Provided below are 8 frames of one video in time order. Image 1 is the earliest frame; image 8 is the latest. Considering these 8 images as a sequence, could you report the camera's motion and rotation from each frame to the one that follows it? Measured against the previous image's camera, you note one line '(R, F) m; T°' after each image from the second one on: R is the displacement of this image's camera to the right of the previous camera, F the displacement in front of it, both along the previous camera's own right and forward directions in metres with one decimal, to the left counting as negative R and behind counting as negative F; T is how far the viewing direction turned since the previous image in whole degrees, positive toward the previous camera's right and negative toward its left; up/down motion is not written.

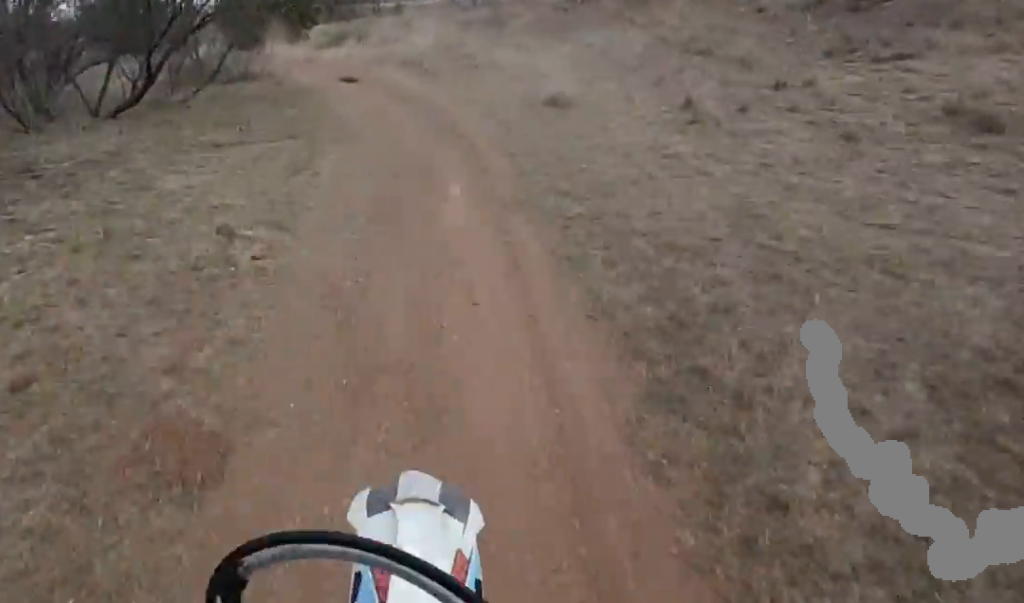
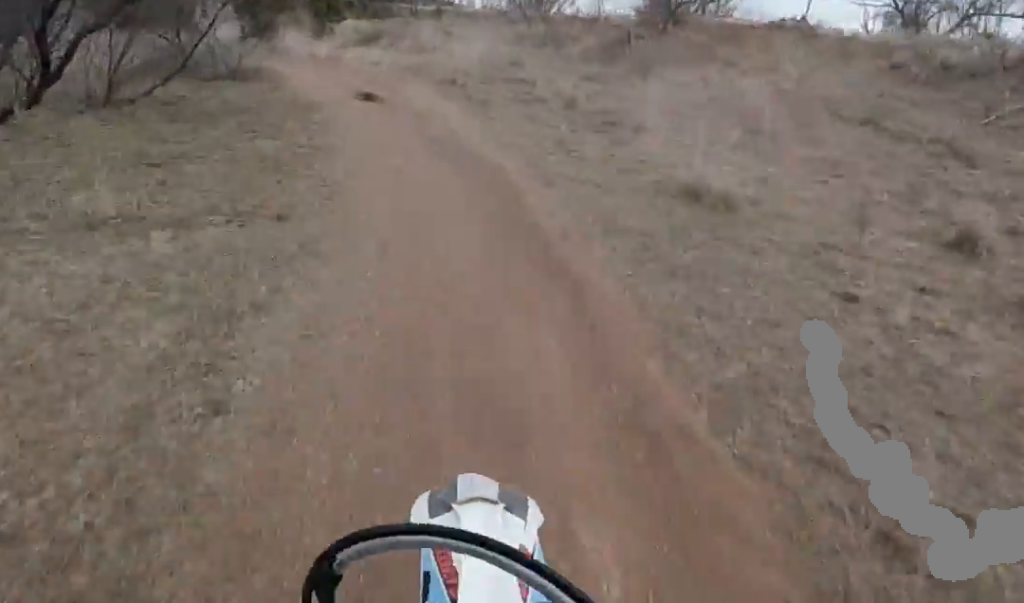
(0.0, +4.3) m; 0°
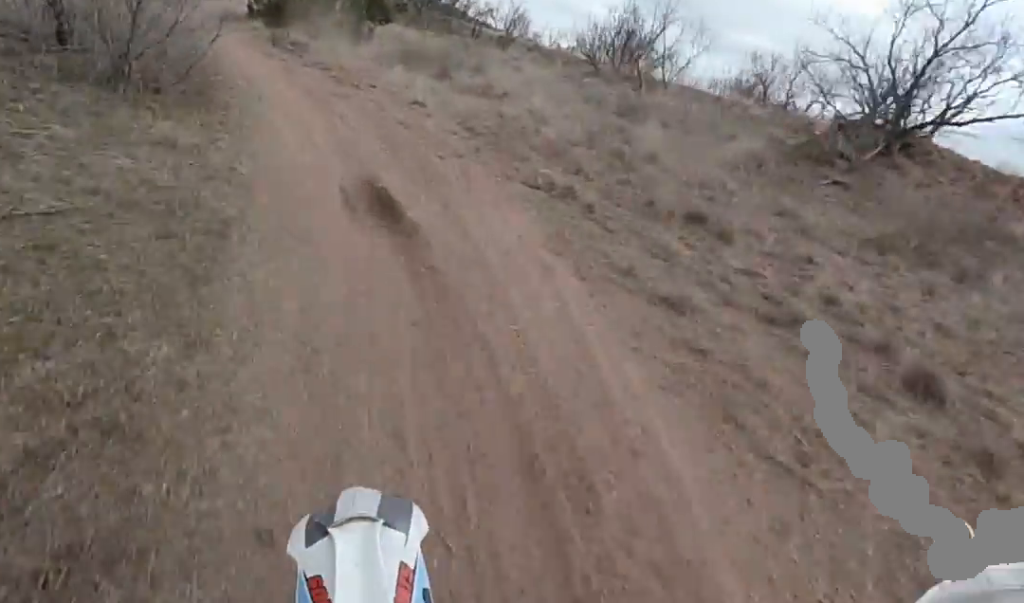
(0.0, +6.5) m; 0°
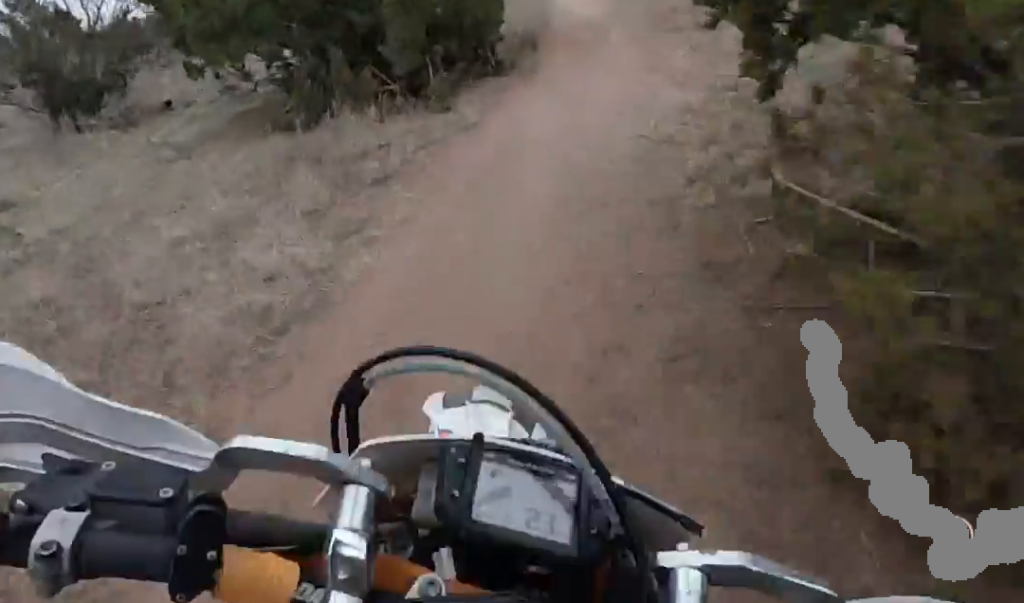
(0.0, +16.3) m; 0°
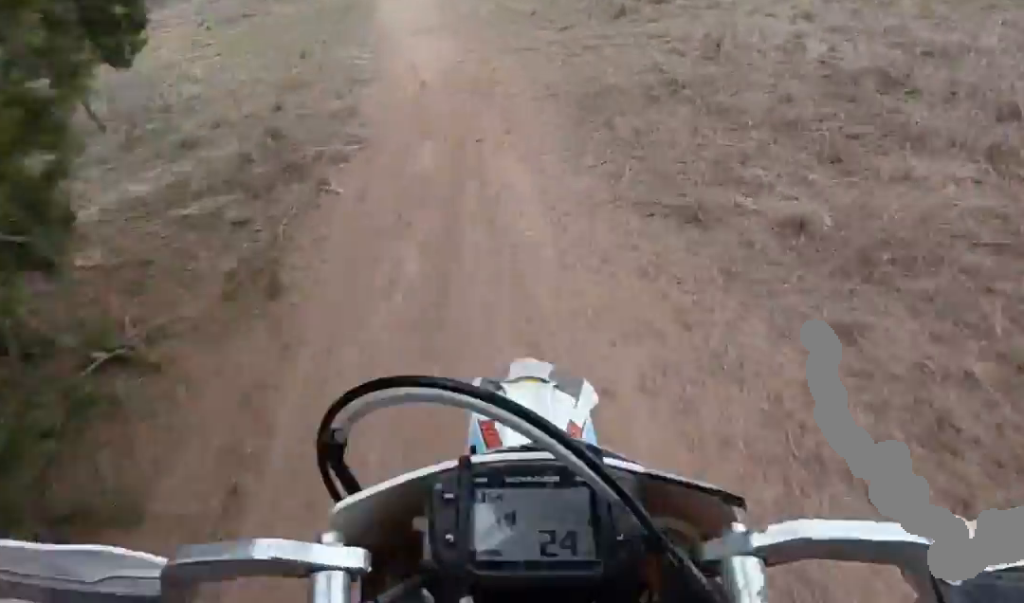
(0.0, +6.3) m; 0°
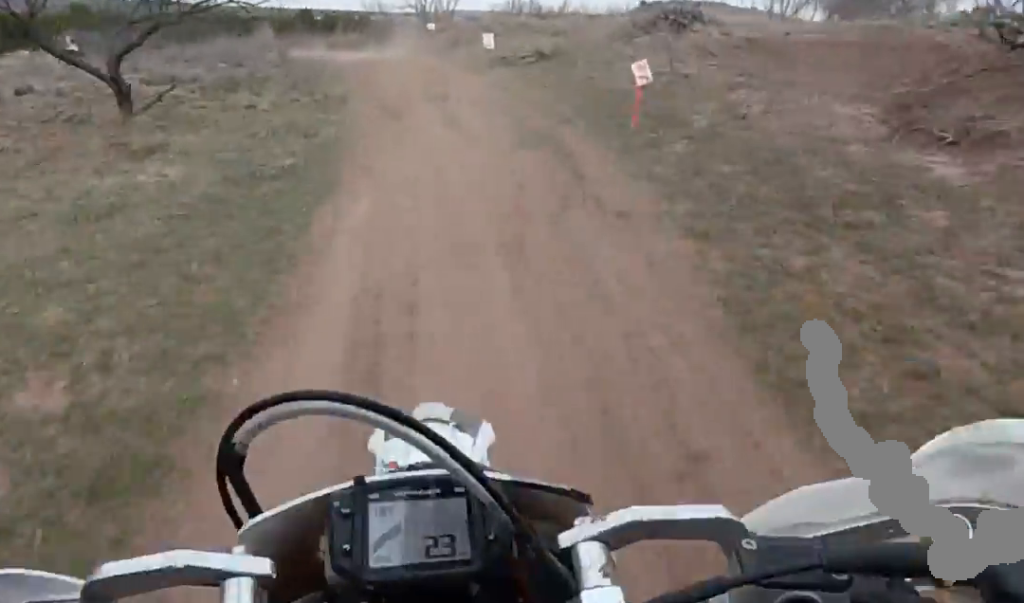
(0.0, +11.0) m; 0°
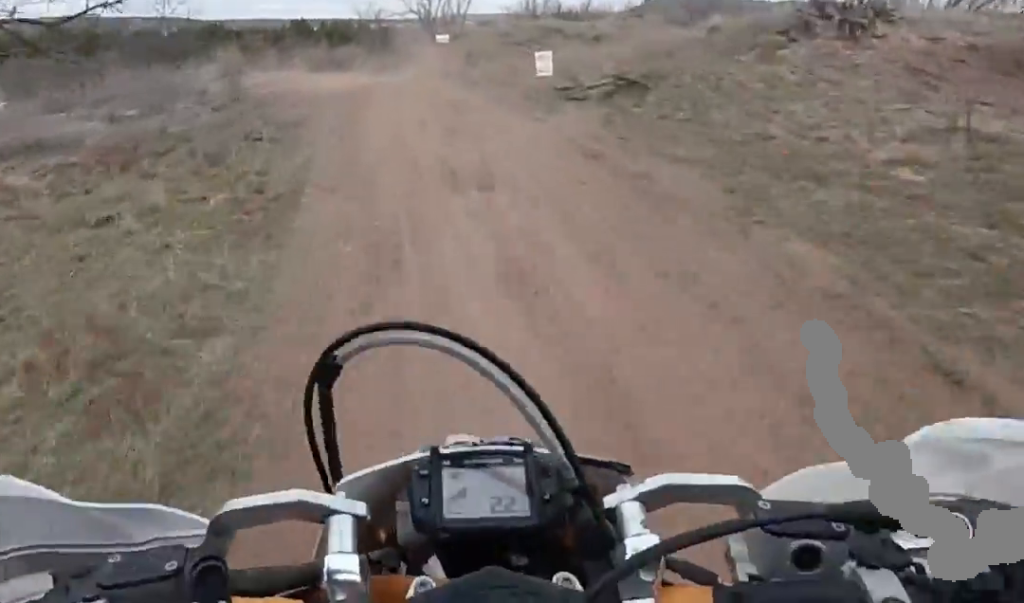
(0.0, +4.0) m; -4°
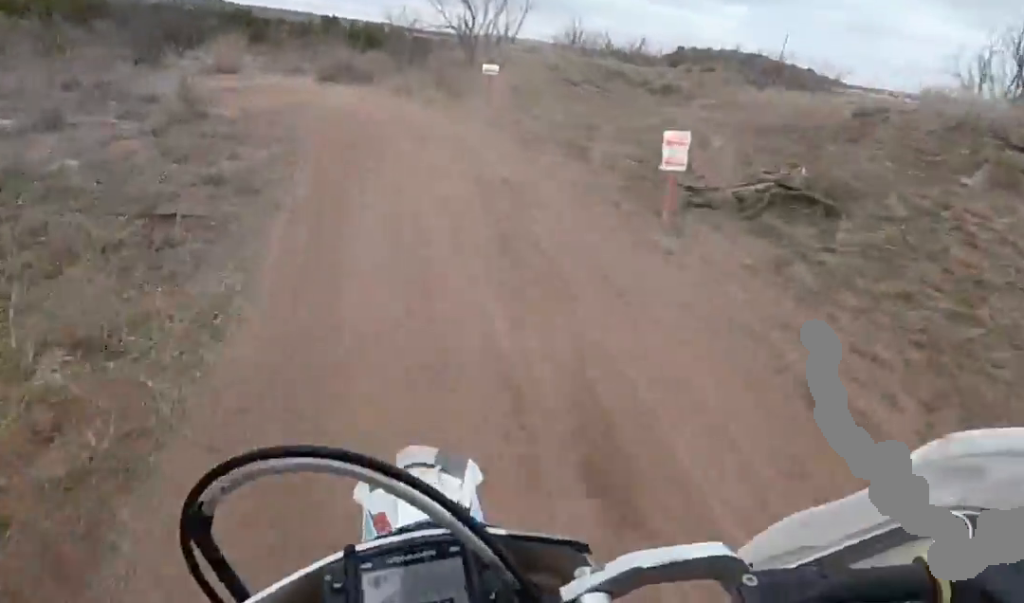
(+0.2, +2.6) m; -9°
